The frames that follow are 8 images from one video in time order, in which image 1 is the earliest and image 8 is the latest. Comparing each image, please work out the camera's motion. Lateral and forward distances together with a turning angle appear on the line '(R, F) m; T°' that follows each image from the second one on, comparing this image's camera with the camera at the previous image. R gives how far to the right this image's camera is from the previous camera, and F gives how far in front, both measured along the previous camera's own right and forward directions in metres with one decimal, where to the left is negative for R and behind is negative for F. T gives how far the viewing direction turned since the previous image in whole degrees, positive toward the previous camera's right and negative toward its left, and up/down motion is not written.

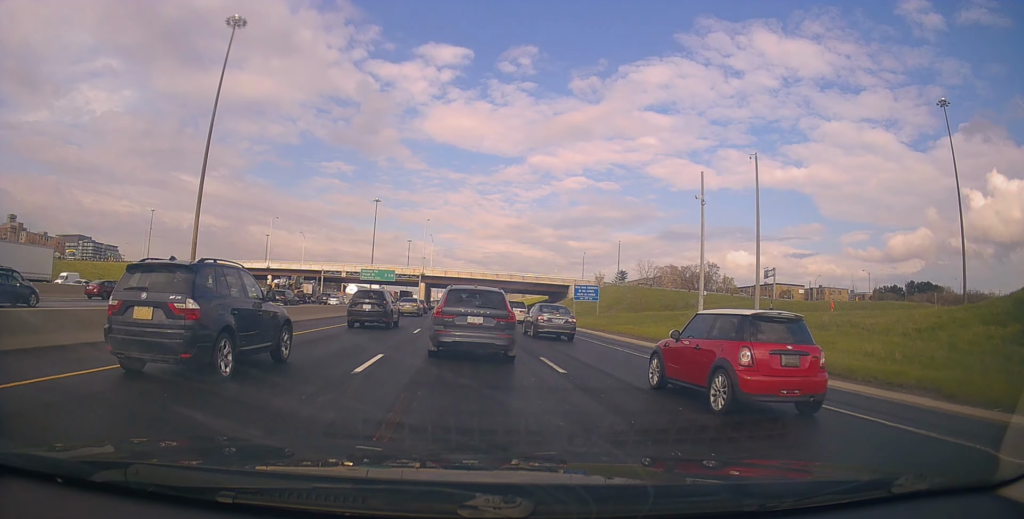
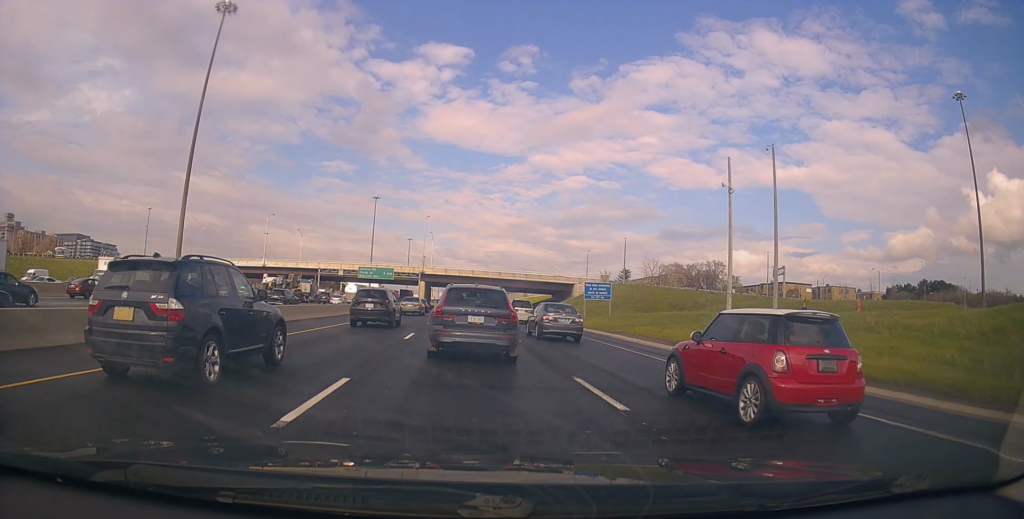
(-0.1, +4.1) m; 0°
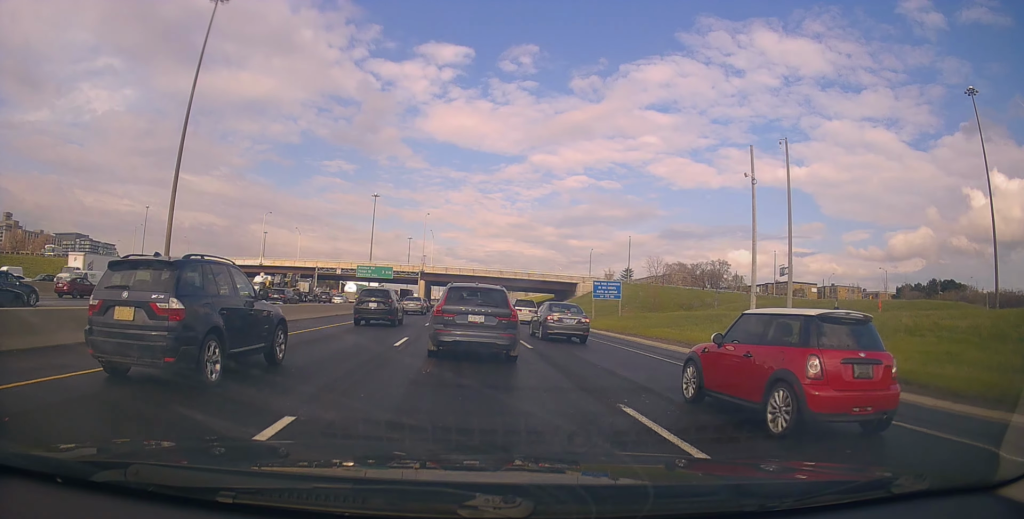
(+0.1, +2.9) m; +1°
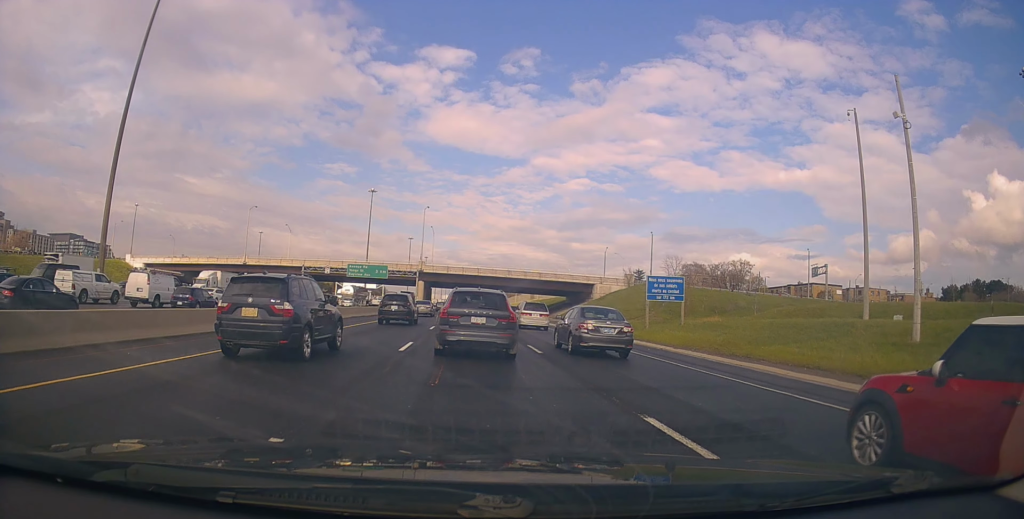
(+0.5, +13.3) m; +7°
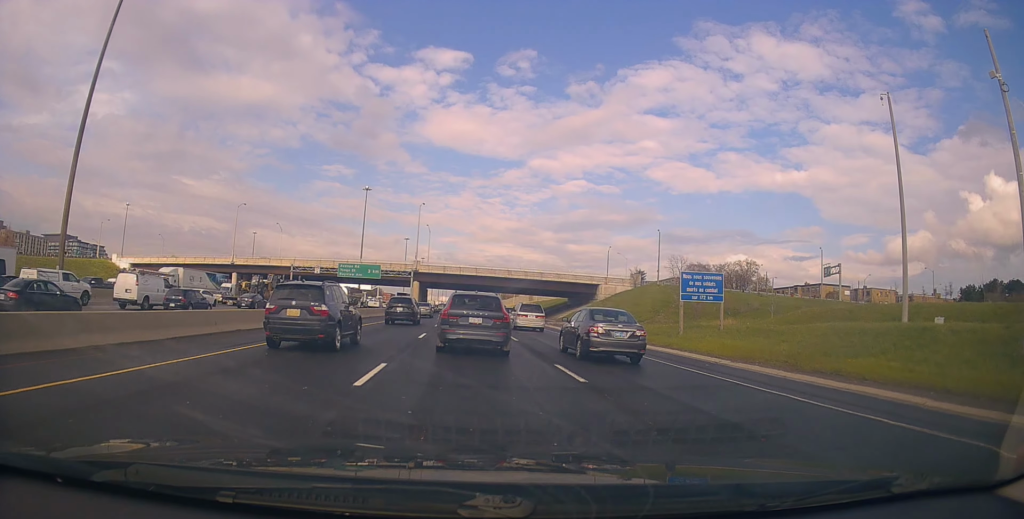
(0.0, +6.0) m; -4°
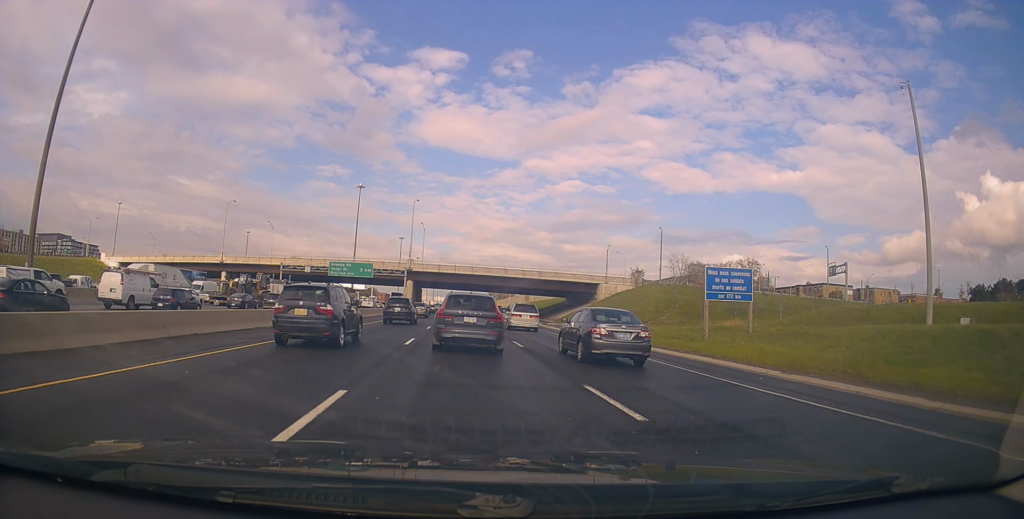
(-0.2, +3.9) m; -1°
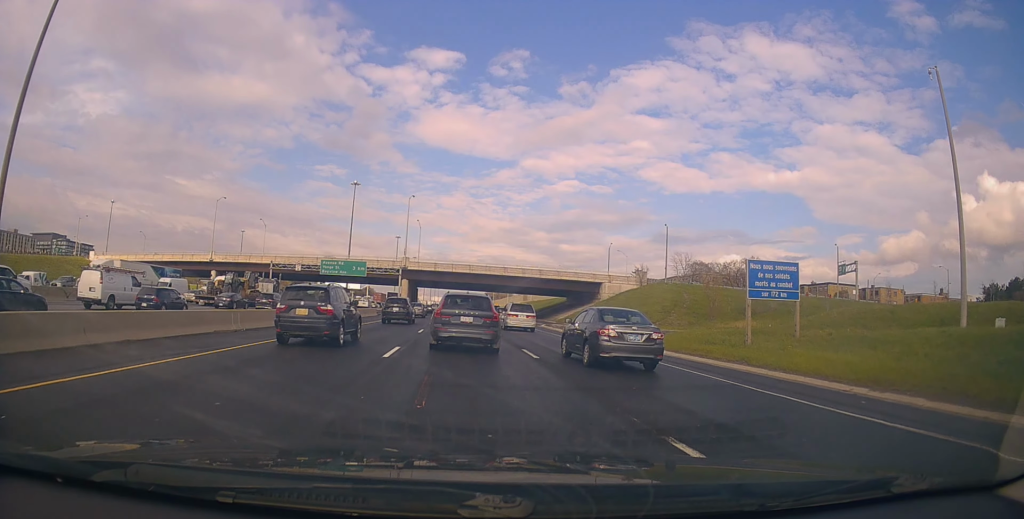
(0.0, +4.2) m; +2°
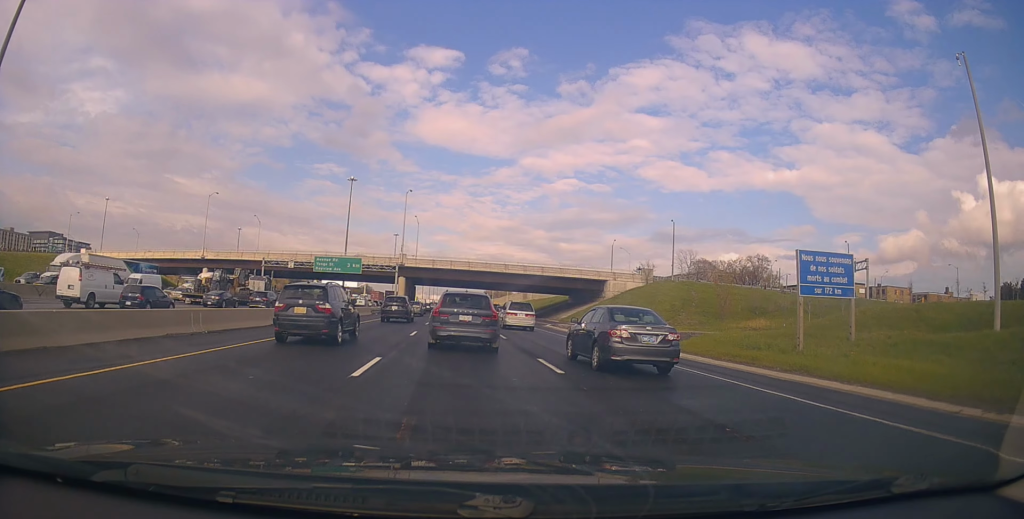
(+0.1, +3.7) m; +1°
